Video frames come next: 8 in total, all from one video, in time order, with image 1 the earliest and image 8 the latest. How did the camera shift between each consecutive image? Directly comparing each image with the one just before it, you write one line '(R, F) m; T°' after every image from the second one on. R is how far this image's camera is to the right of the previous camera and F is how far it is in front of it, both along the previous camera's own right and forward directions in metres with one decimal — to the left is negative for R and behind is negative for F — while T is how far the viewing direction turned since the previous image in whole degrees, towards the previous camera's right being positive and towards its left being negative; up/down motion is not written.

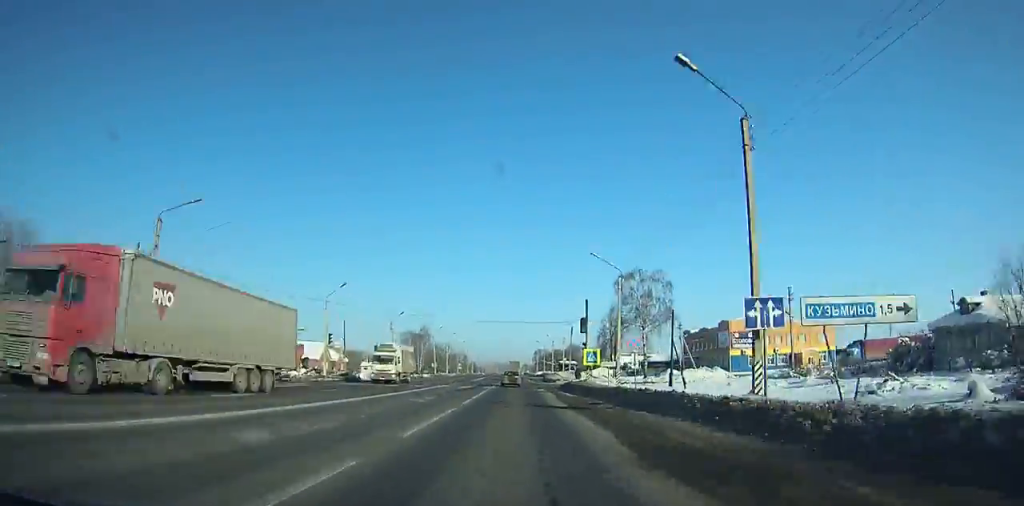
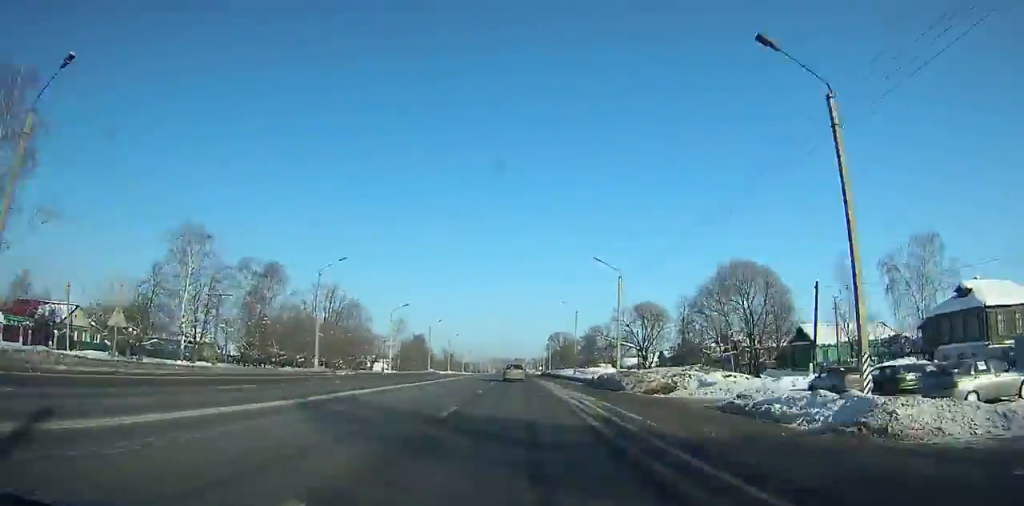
(-2.5, +174.2) m; -1°
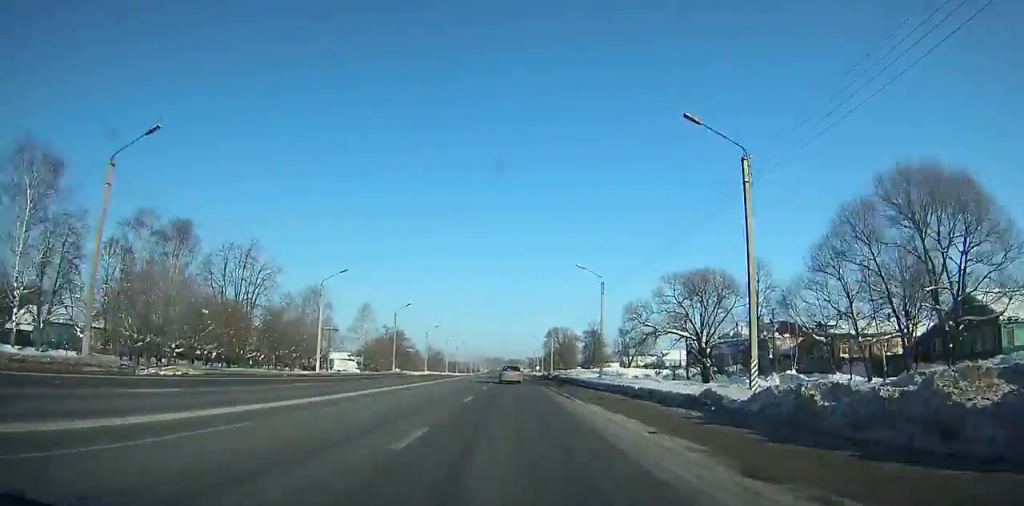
(+0.1, +26.8) m; 0°
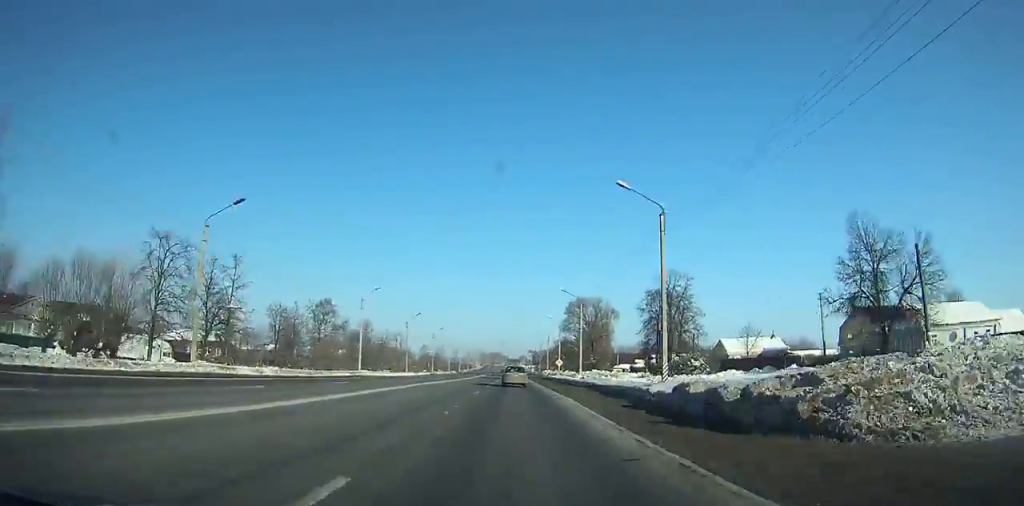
(-0.2, +88.8) m; 0°
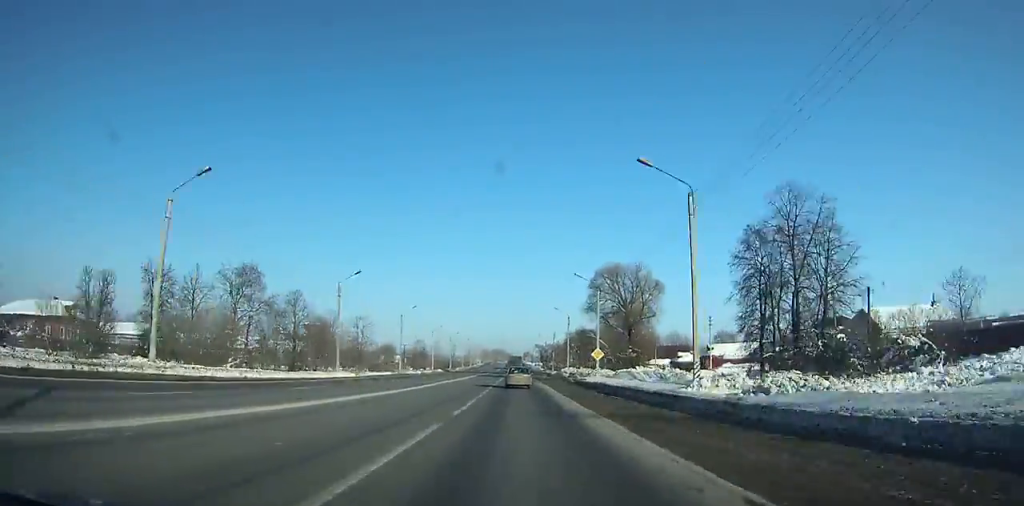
(-0.1, +43.5) m; 0°
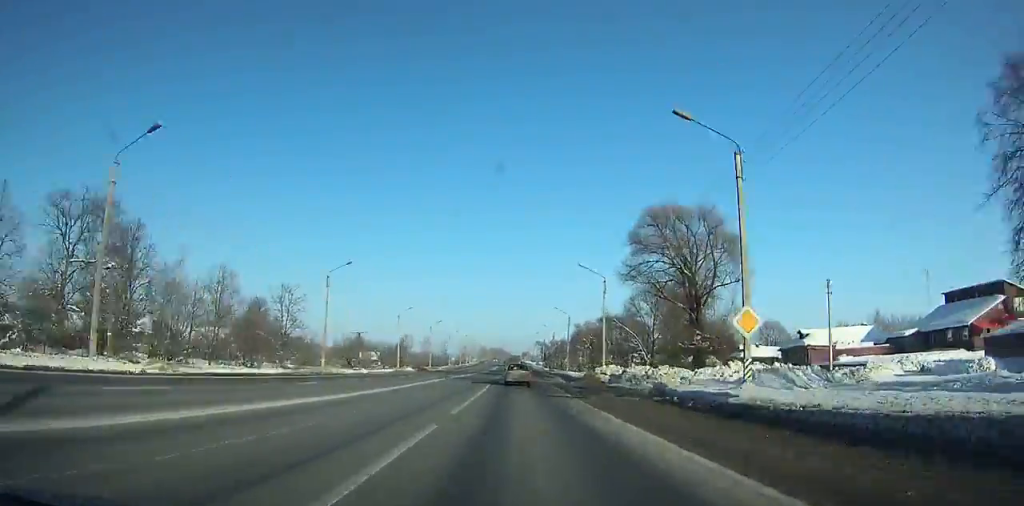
(-0.1, +40.9) m; 0°
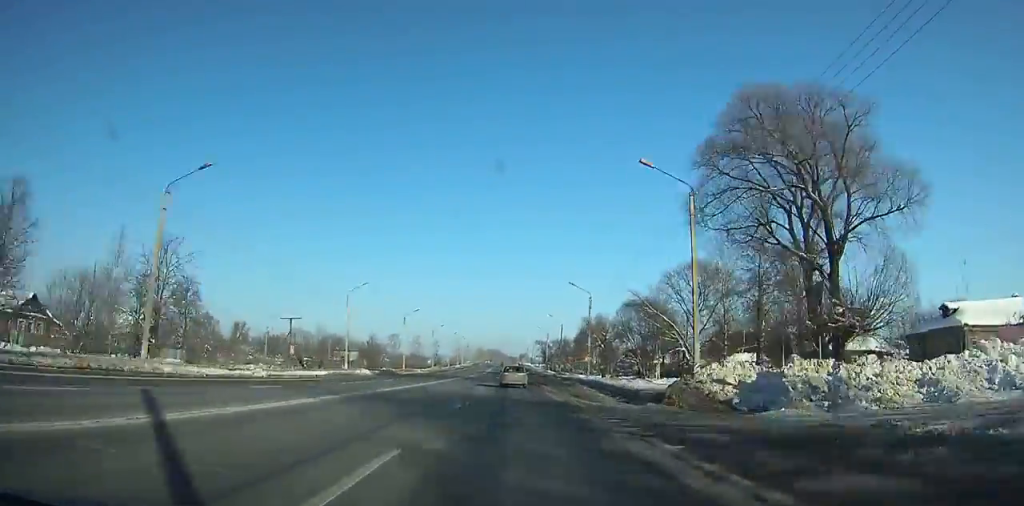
(-0.1, +30.1) m; 0°
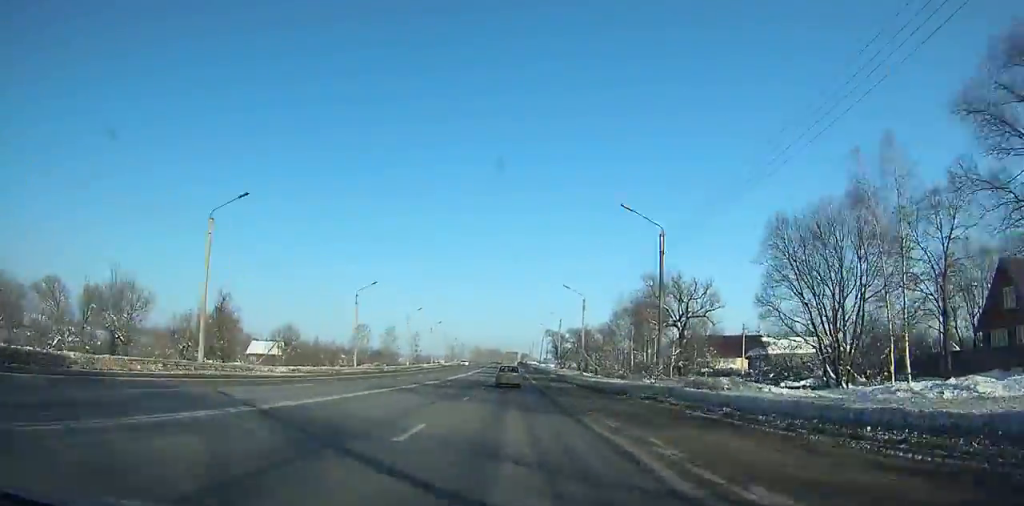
(+0.4, +73.5) m; 0°
